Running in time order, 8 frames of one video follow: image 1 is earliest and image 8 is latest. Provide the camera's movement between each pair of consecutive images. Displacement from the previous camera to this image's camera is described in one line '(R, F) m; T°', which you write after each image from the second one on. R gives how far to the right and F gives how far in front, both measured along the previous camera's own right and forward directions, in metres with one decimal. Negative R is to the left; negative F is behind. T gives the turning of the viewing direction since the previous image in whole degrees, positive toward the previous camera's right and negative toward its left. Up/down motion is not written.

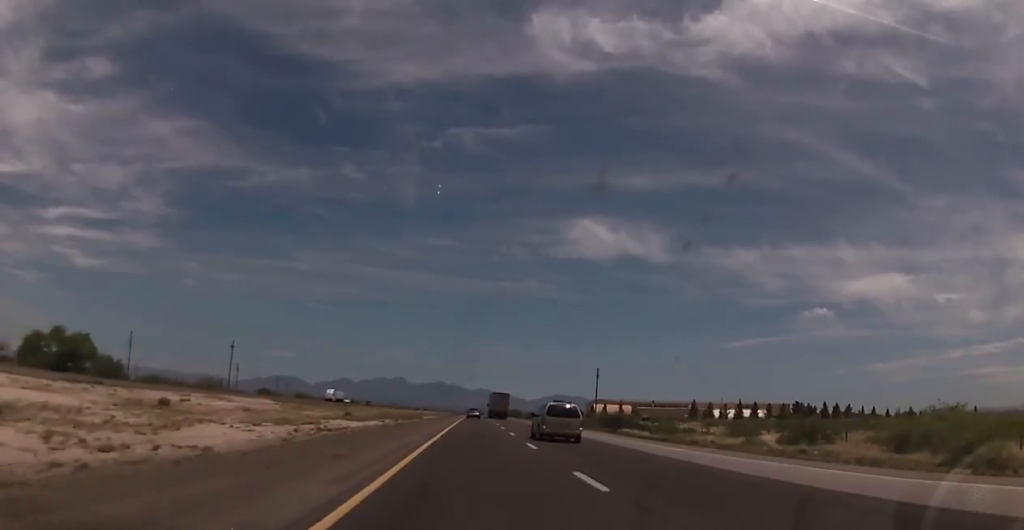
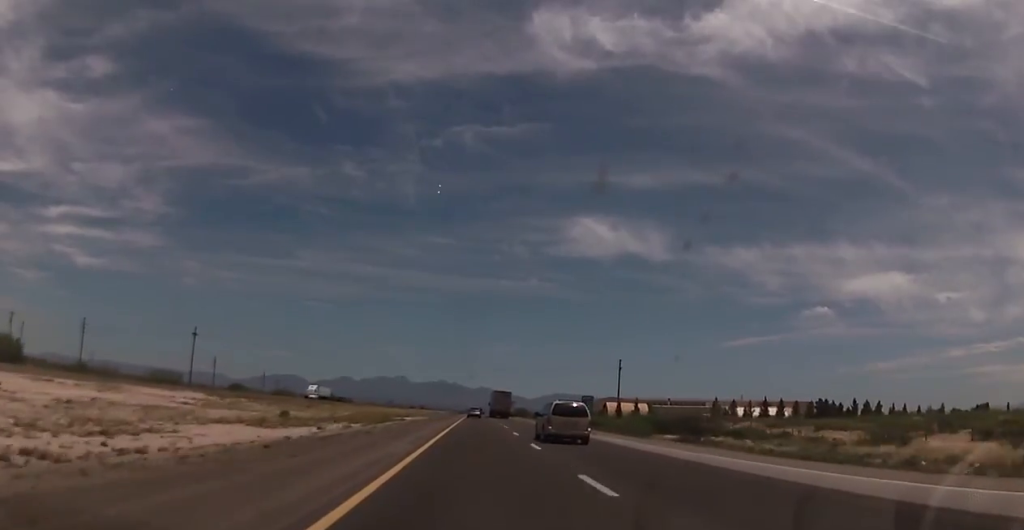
(0.0, +24.9) m; 0°
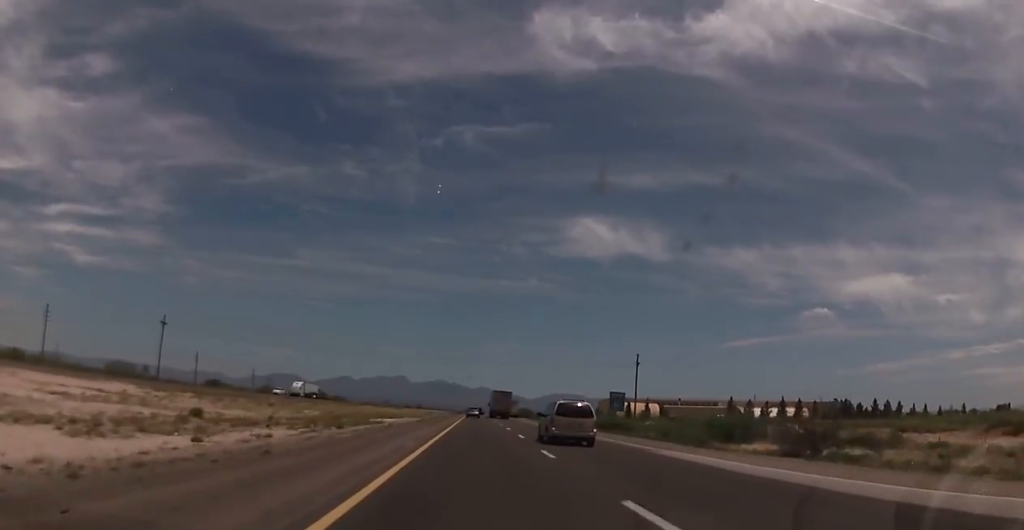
(0.0, +15.9) m; 0°
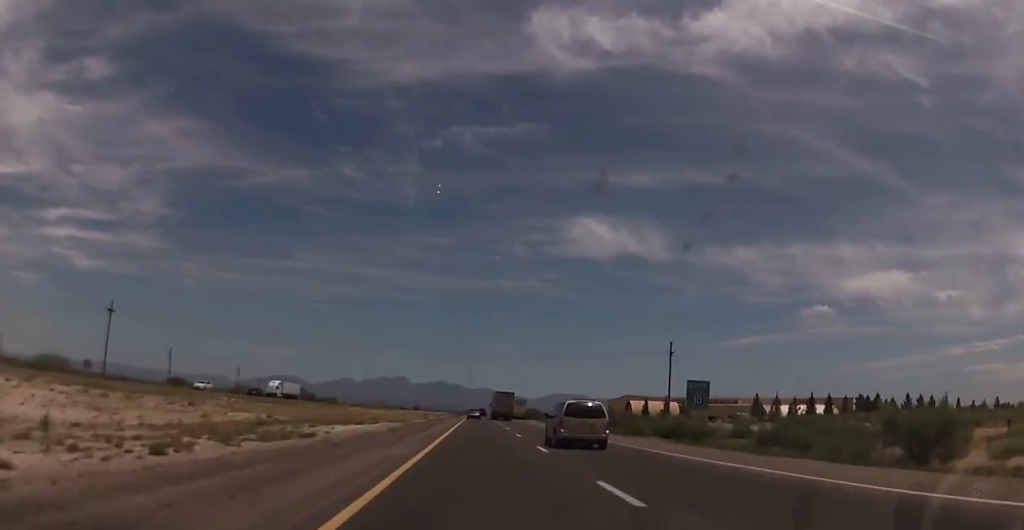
(0.0, +21.5) m; 0°
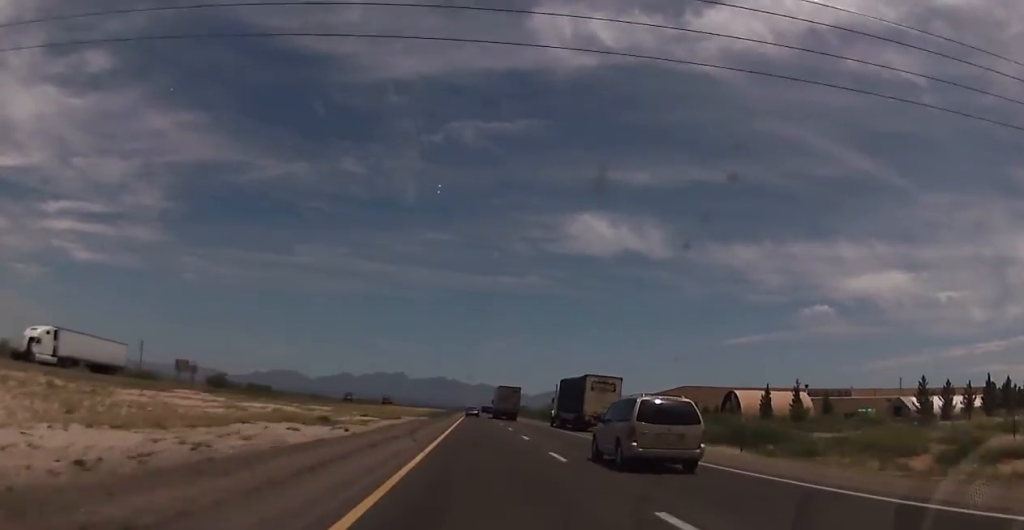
(0.0, +88.5) m; 0°
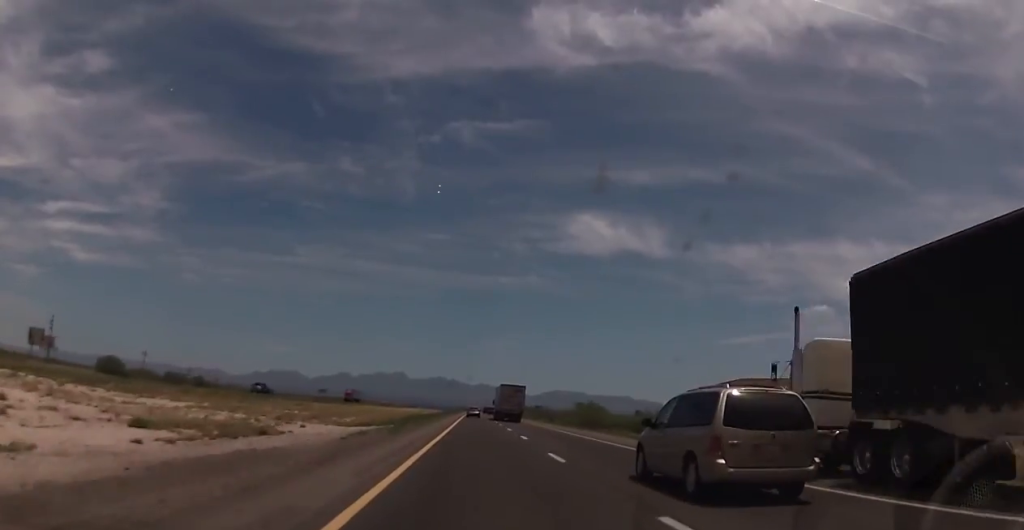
(0.0, +49.1) m; 0°
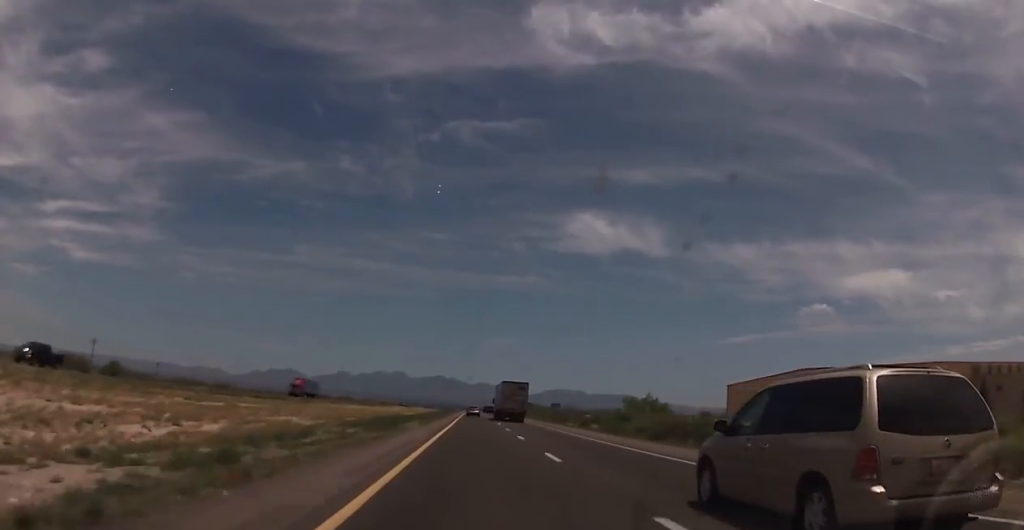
(0.0, +36.6) m; 0°
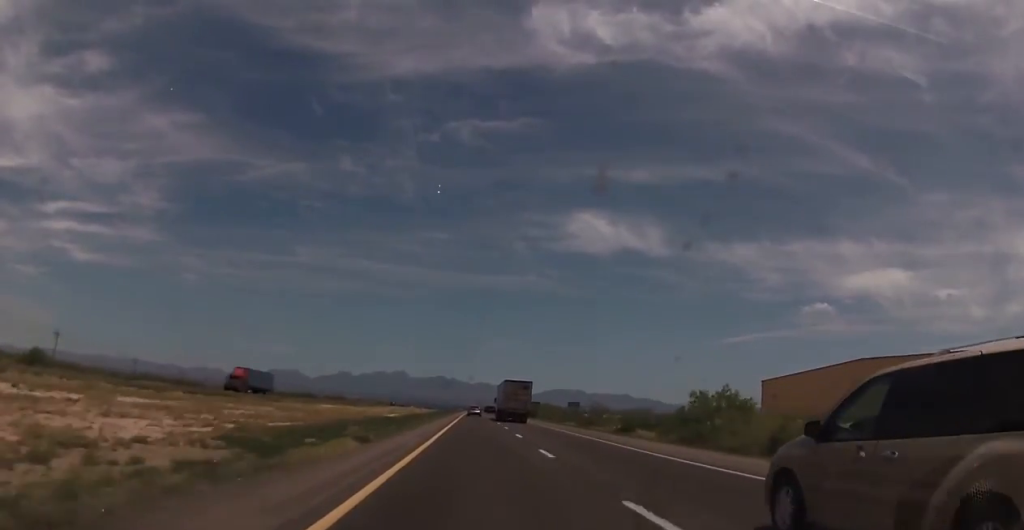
(0.0, +22.8) m; 0°
